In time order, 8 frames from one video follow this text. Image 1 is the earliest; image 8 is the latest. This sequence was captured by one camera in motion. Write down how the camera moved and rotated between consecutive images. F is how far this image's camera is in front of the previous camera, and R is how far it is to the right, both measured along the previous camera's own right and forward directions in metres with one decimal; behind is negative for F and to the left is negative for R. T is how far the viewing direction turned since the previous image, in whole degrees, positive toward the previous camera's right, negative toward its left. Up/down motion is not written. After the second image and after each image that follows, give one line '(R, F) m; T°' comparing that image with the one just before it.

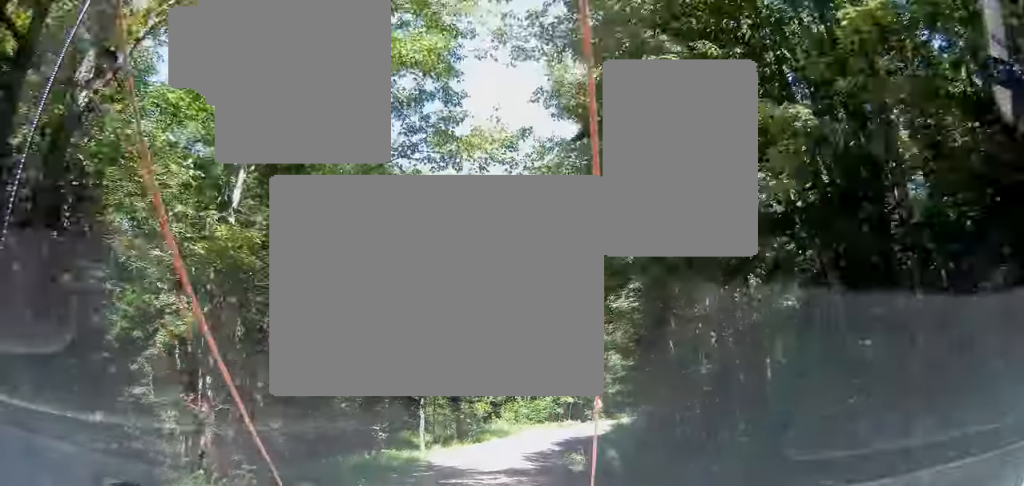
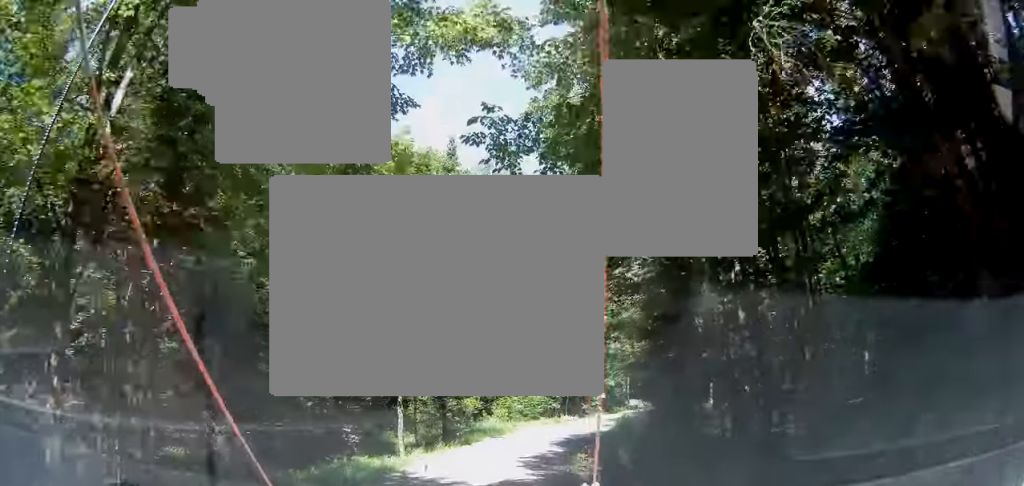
(0.0, +3.7) m; 0°
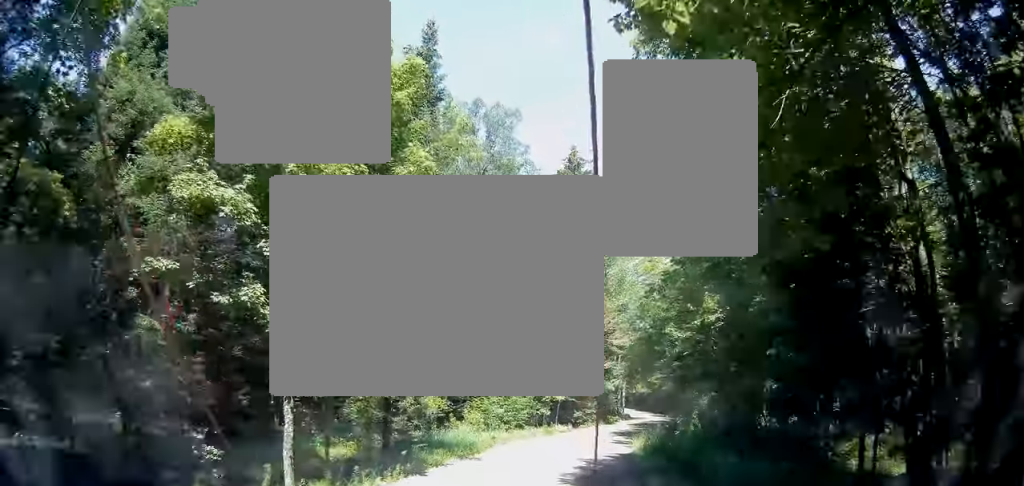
(0.0, +10.0) m; +2°
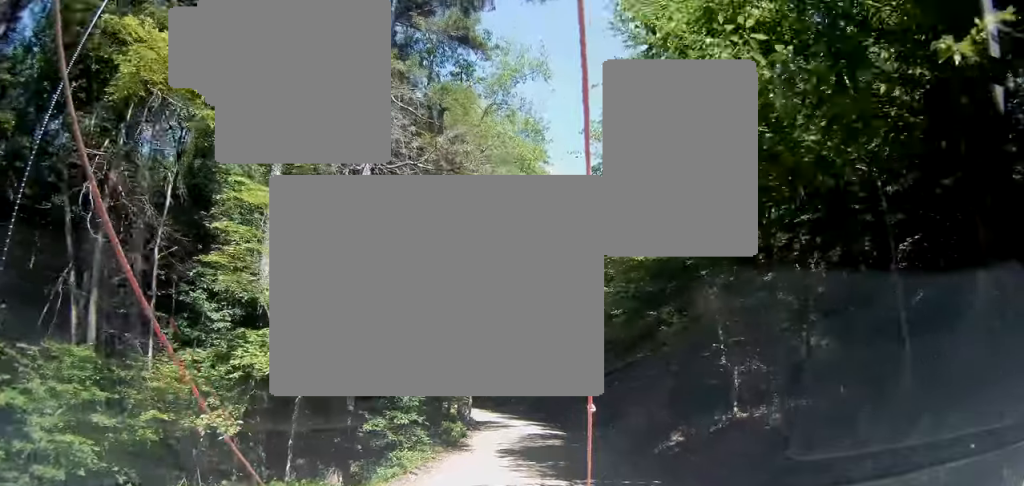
(+6.2, +27.5) m; +20°
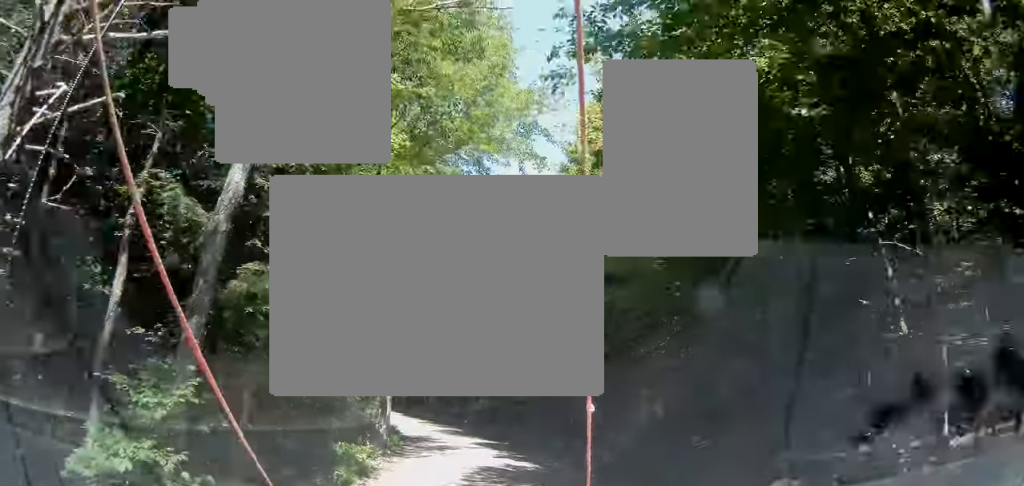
(0.0, +10.9) m; 0°
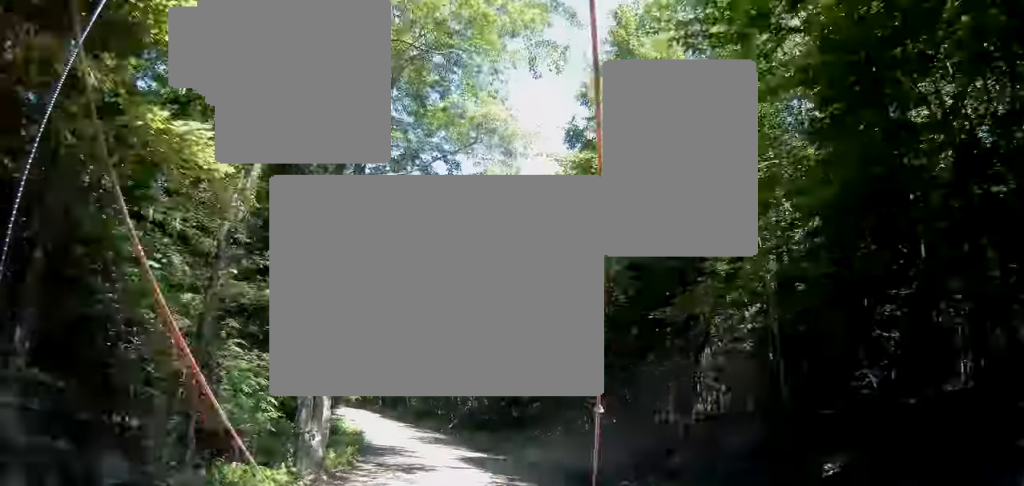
(0.0, +7.1) m; -1°
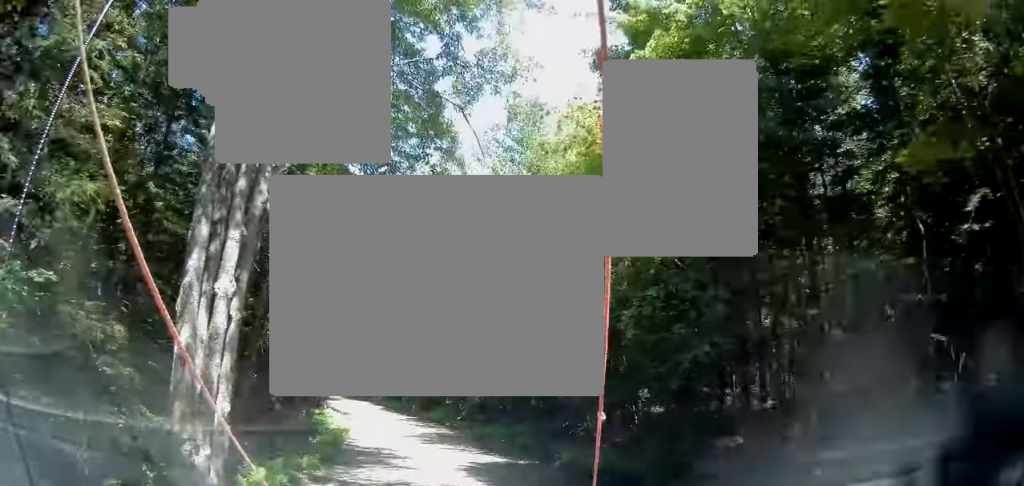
(+0.1, +6.2) m; -3°
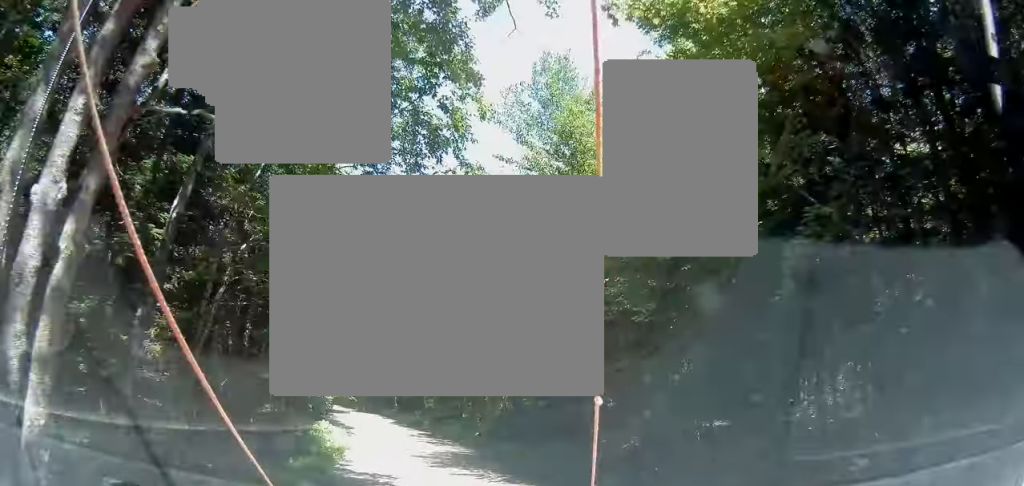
(-0.1, +4.1) m; -6°
